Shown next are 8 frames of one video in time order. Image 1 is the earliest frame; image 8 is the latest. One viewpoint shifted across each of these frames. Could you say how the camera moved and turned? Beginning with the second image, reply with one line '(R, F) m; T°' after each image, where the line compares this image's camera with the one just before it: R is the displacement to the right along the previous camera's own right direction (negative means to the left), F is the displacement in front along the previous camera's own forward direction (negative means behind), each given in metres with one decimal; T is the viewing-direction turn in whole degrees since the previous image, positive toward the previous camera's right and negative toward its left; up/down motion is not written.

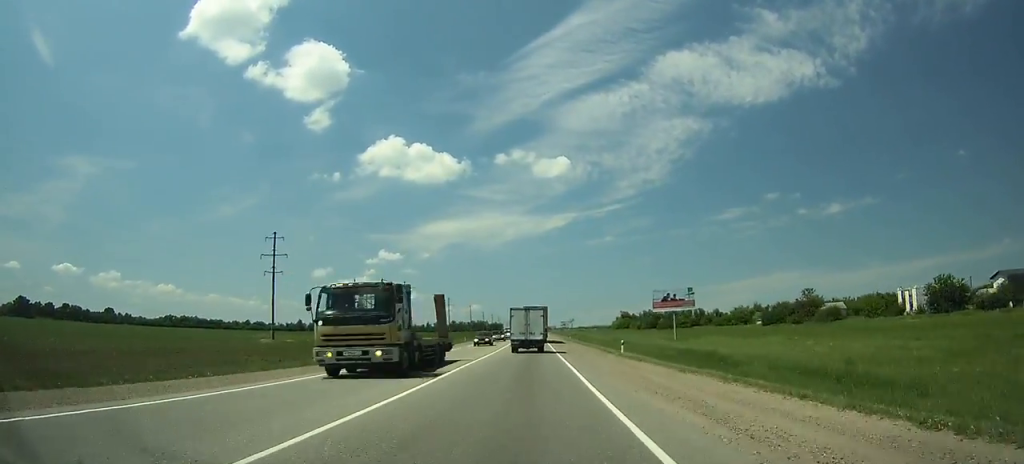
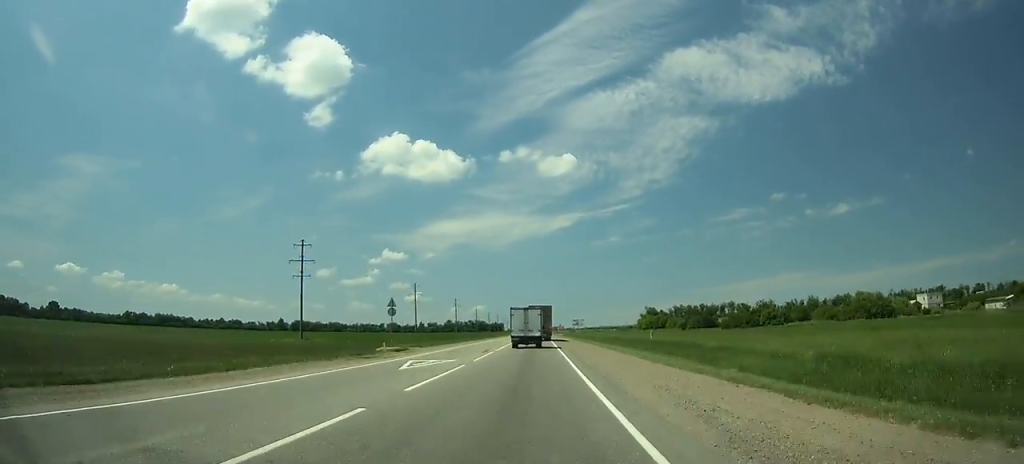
(-0.9, +96.3) m; -1°
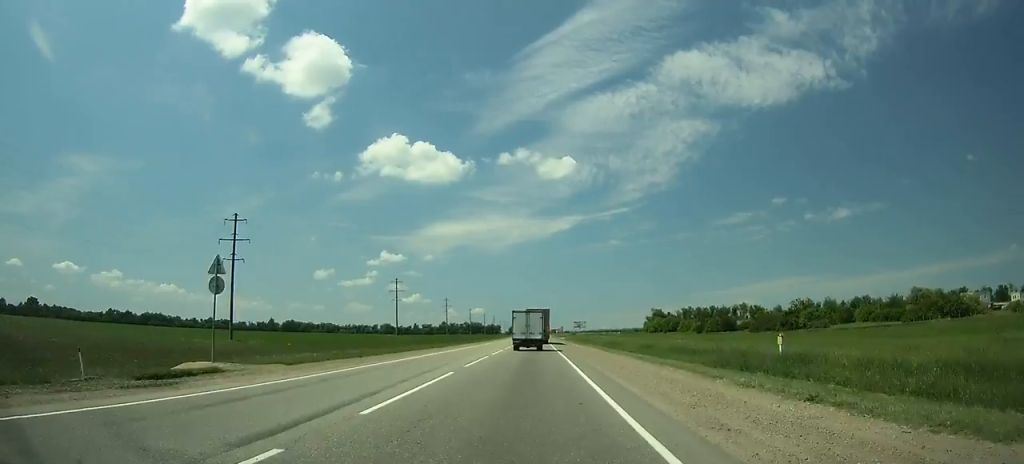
(0.0, +26.3) m; 0°
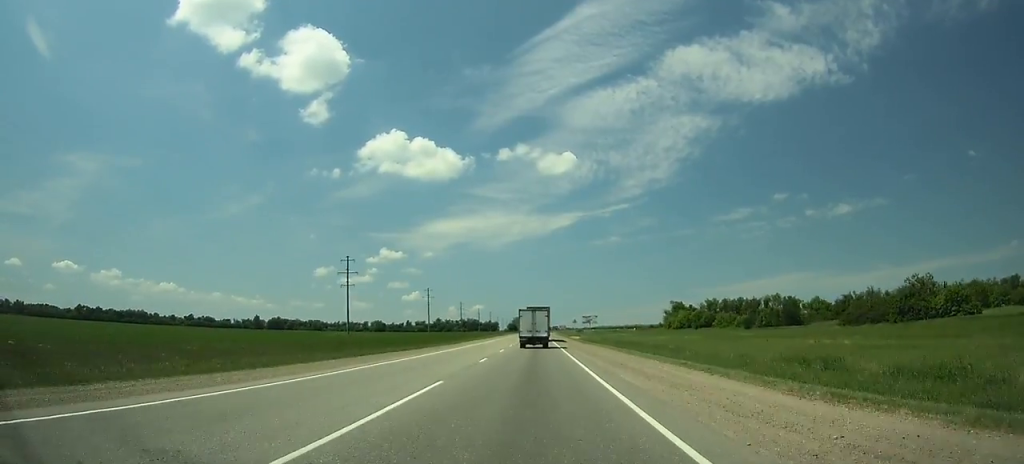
(-0.1, +51.1) m; 0°
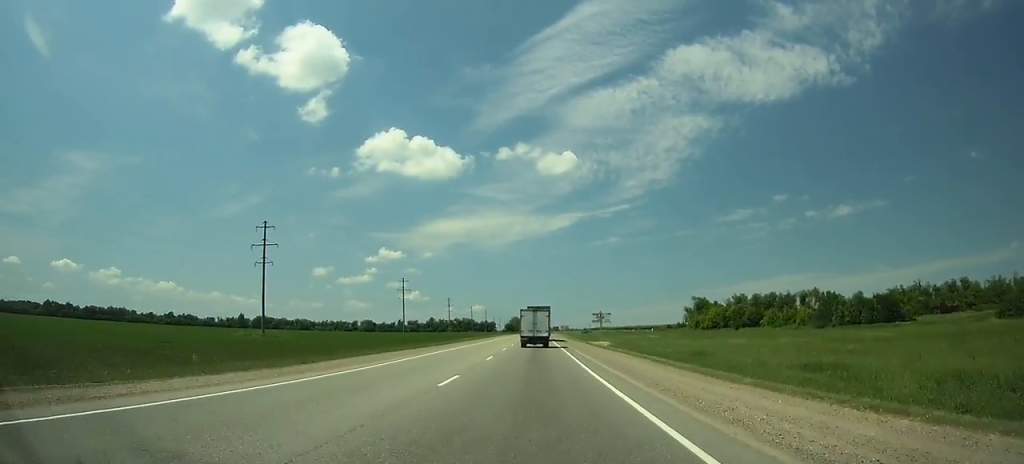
(-0.1, +45.1) m; 0°
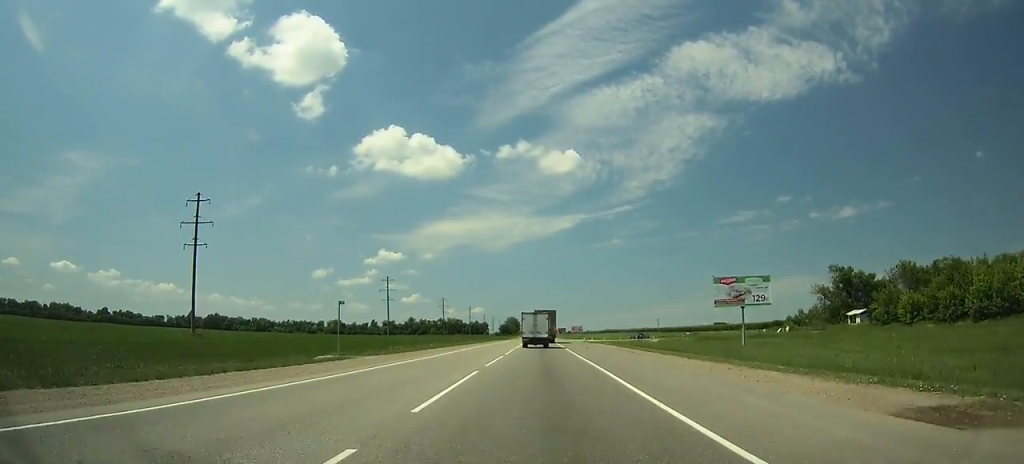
(+0.8, +131.1) m; +1°
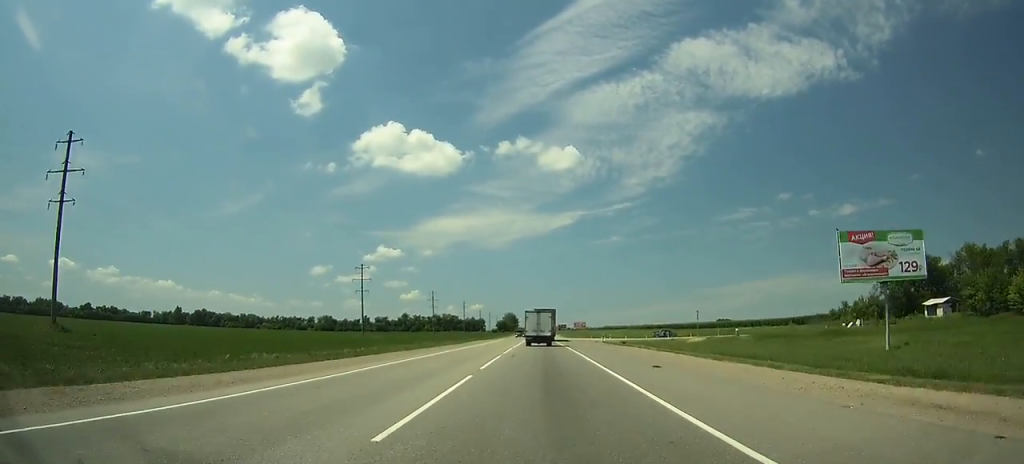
(+0.1, +26.6) m; 0°
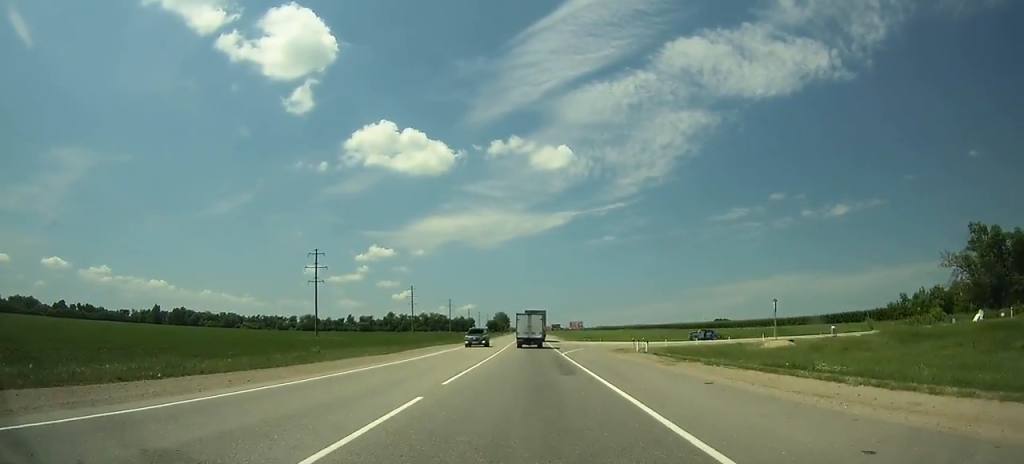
(+0.2, +28.7) m; 0°
